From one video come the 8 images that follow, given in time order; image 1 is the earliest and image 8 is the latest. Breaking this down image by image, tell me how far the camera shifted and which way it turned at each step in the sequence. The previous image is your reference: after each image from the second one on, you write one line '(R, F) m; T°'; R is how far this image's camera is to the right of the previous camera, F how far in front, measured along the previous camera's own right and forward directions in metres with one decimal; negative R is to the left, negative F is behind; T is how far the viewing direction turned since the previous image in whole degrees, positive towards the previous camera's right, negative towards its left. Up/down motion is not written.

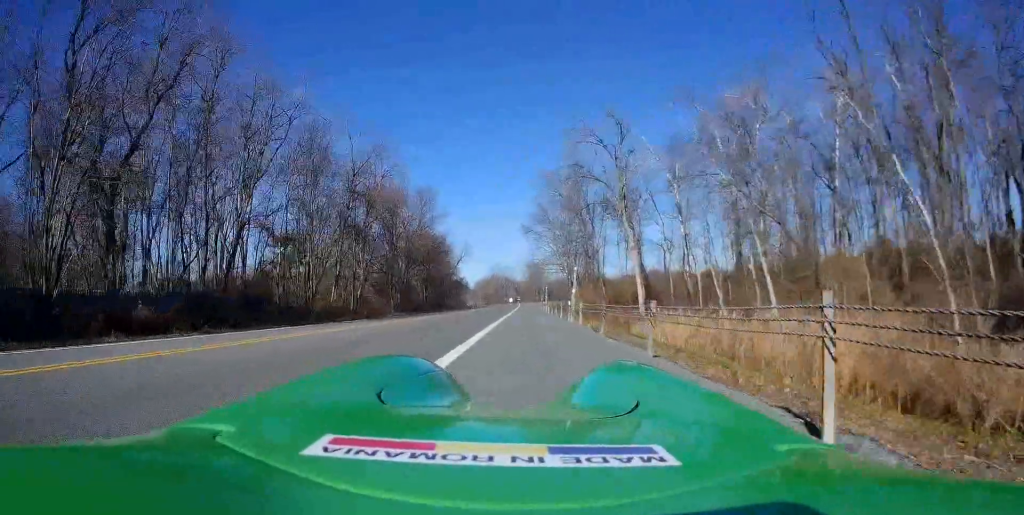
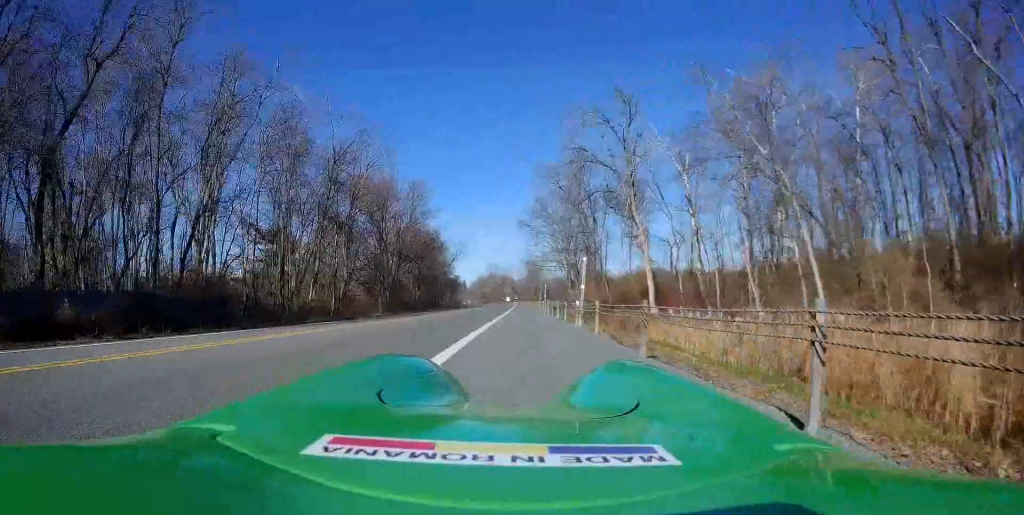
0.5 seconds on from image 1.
(+0.3, +4.7) m; +3°
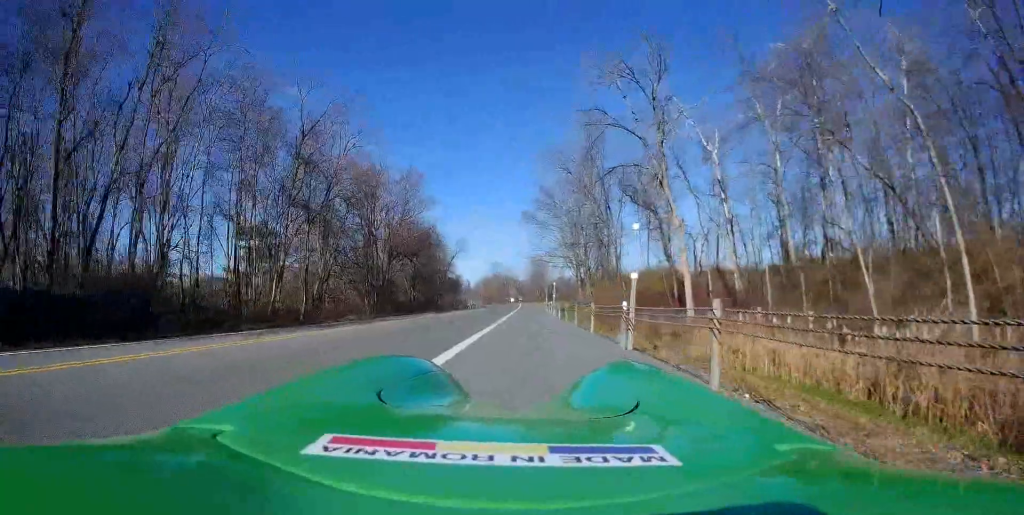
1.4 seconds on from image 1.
(+0.4, +7.7) m; +4°
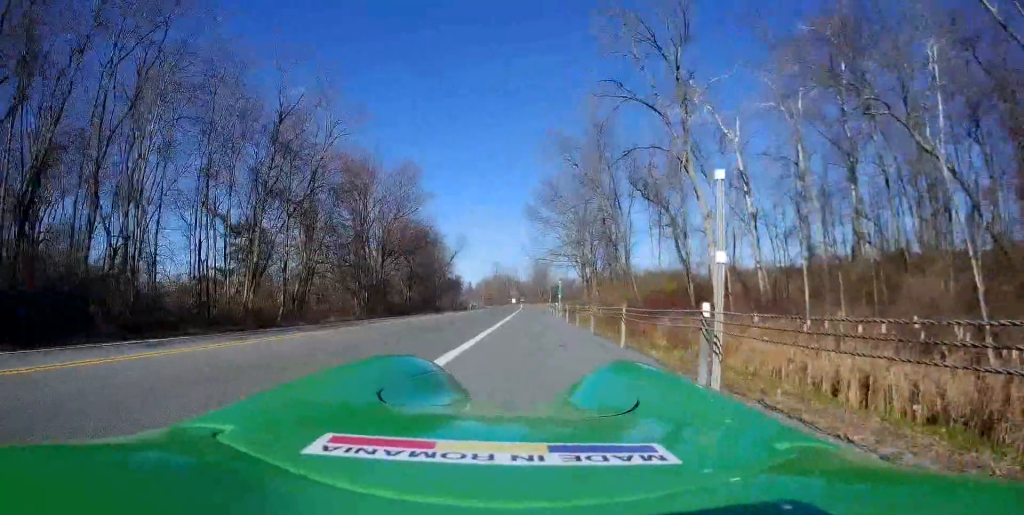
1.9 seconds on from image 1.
(+0.1, +4.5) m; +1°
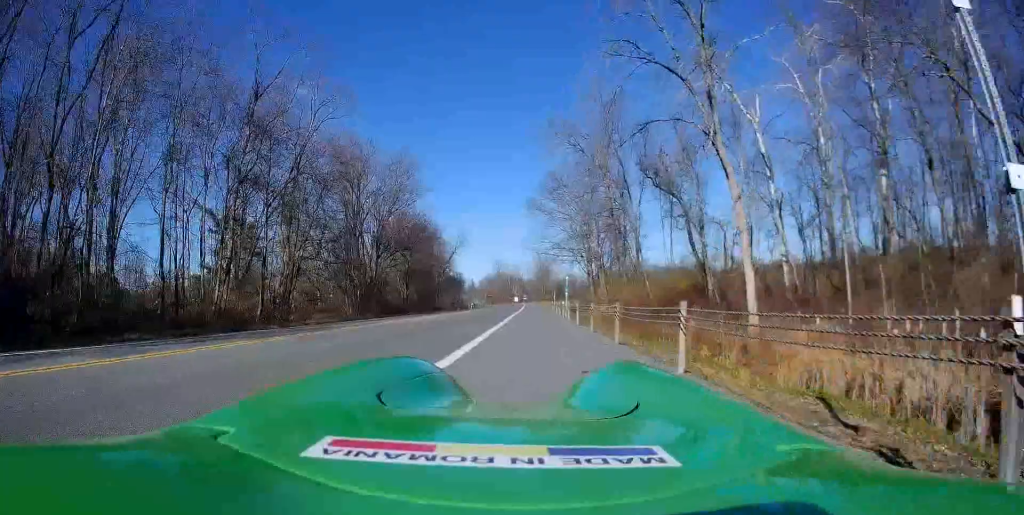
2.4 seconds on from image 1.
(0.0, +4.1) m; -1°
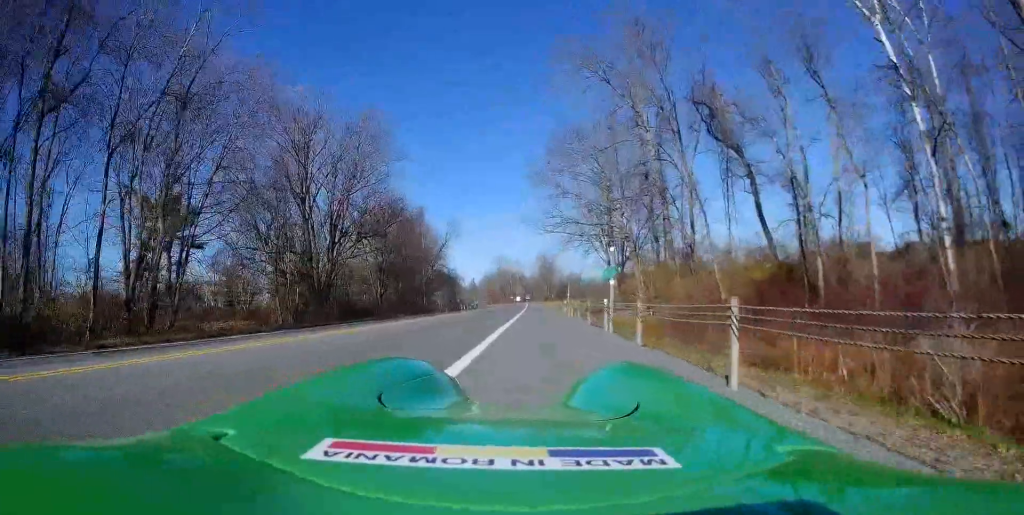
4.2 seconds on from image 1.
(-0.8, +15.7) m; -2°
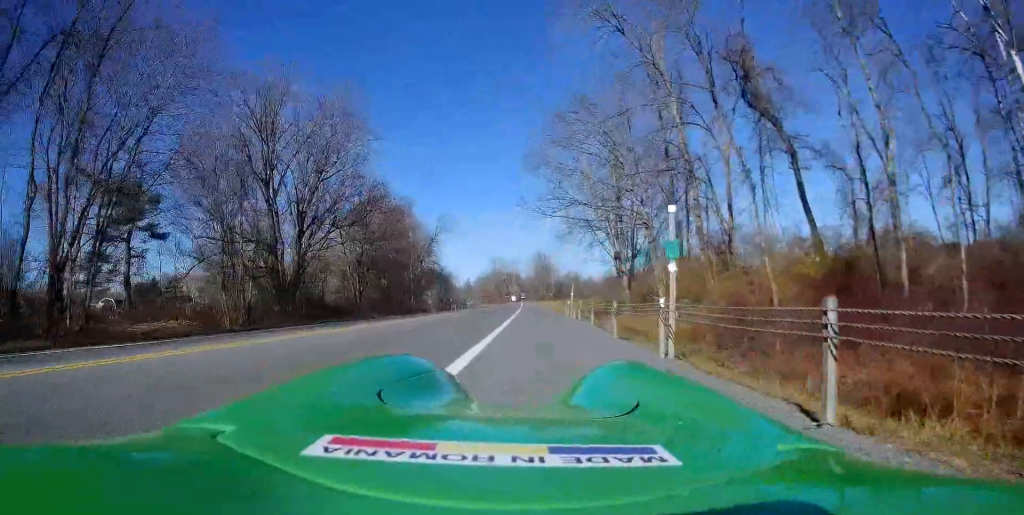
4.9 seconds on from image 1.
(+0.4, +6.6) m; +2°
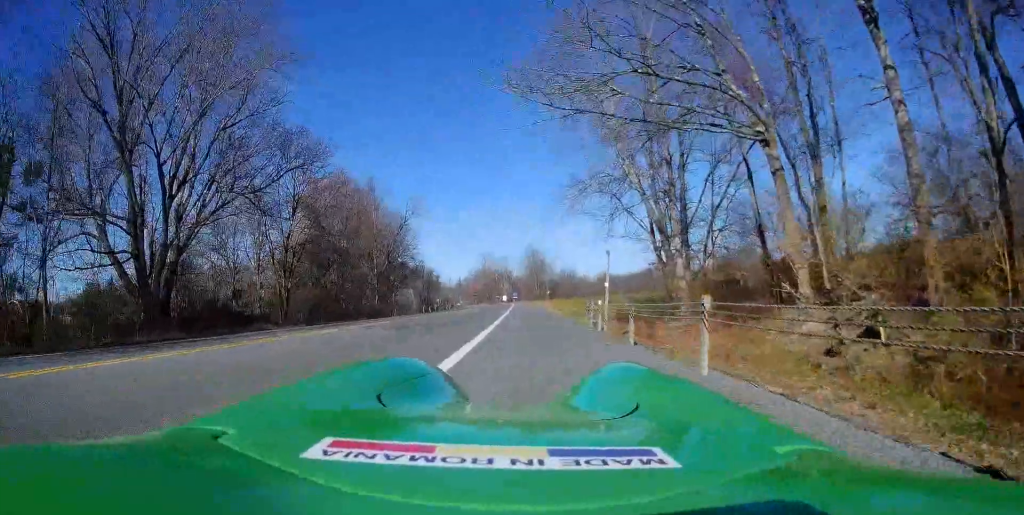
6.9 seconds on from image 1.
(-0.1, +16.9) m; 0°
